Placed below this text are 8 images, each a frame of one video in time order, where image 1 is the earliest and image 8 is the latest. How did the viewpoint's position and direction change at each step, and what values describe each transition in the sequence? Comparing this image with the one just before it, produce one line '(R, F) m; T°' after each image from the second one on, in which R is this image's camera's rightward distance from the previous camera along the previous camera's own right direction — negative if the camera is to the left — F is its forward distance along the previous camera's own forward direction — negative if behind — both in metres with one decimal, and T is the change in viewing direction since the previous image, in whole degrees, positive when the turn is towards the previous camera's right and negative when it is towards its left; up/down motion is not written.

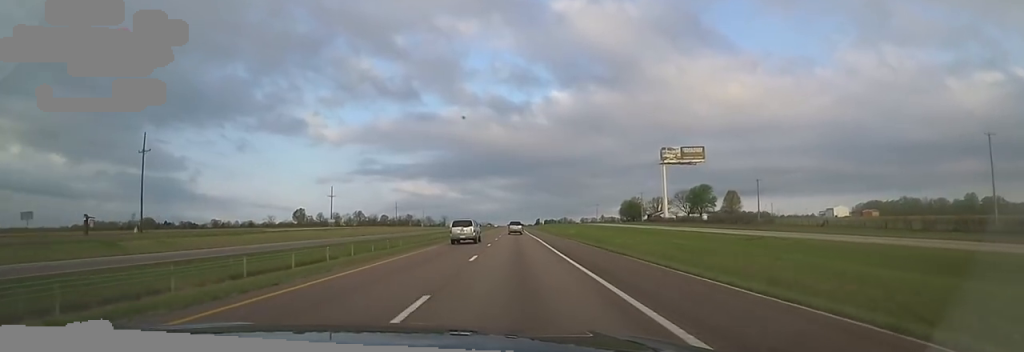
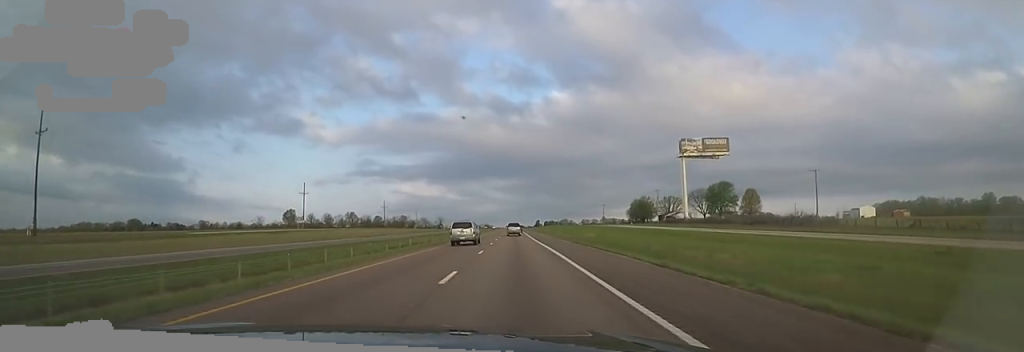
(+0.7, +19.7) m; 0°
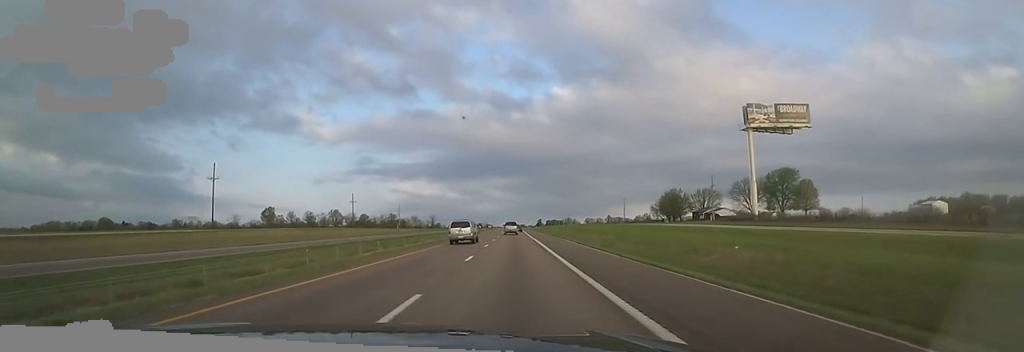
(-0.3, +41.7) m; -2°
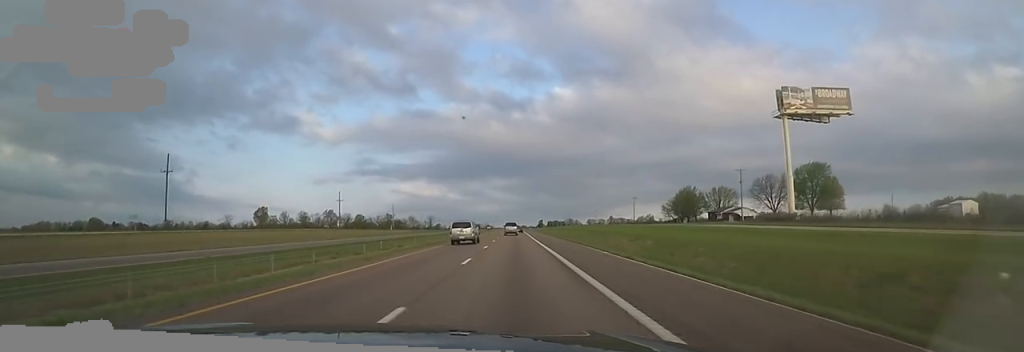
(-0.1, +13.9) m; 0°
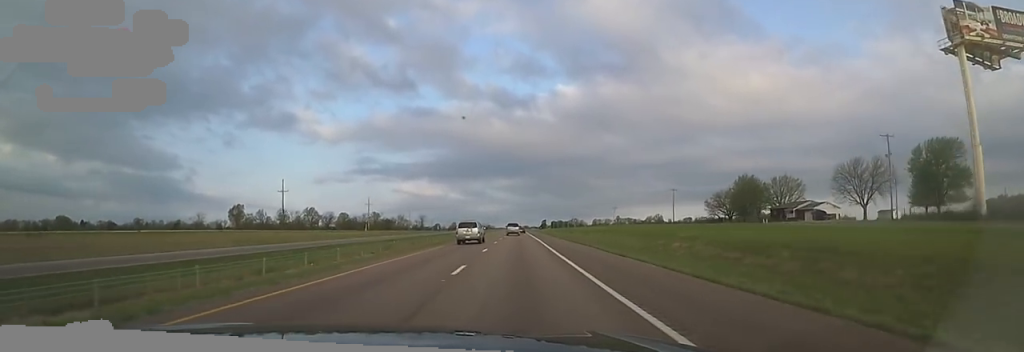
(+0.6, +40.6) m; +2°
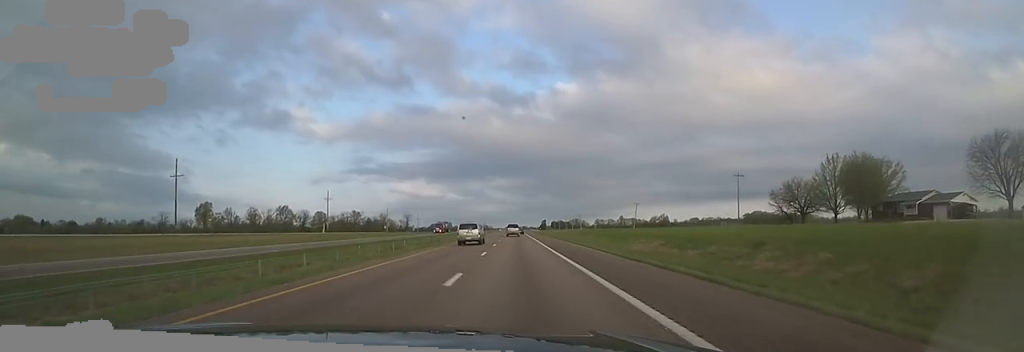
(+0.4, +39.6) m; 0°
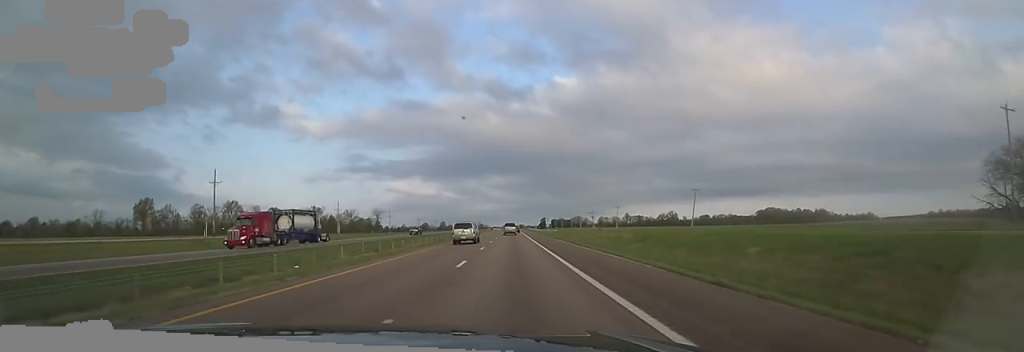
(+0.7, +57.1) m; 0°
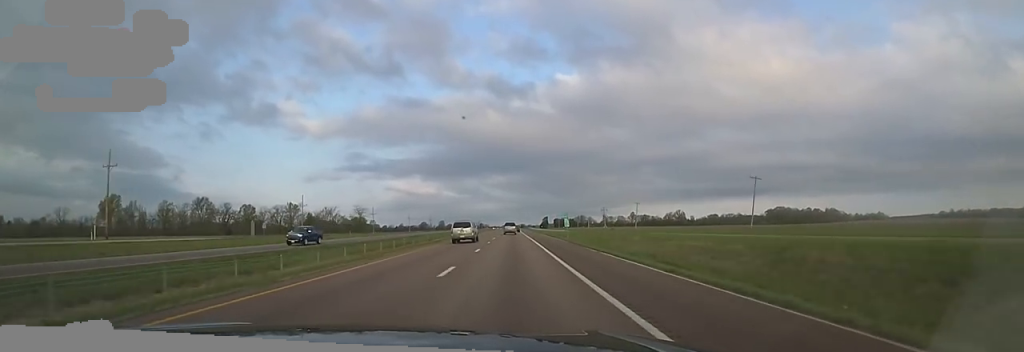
(-1.2, +28.1) m; -2°
